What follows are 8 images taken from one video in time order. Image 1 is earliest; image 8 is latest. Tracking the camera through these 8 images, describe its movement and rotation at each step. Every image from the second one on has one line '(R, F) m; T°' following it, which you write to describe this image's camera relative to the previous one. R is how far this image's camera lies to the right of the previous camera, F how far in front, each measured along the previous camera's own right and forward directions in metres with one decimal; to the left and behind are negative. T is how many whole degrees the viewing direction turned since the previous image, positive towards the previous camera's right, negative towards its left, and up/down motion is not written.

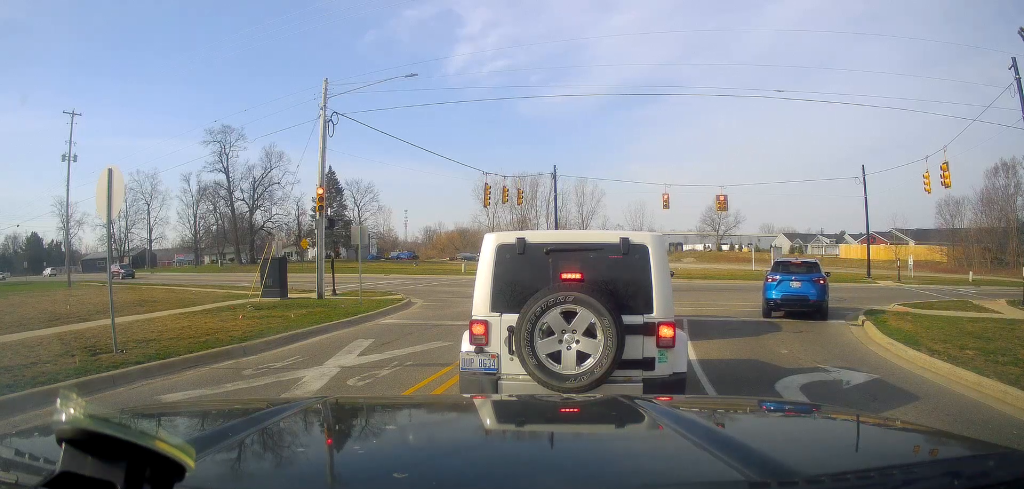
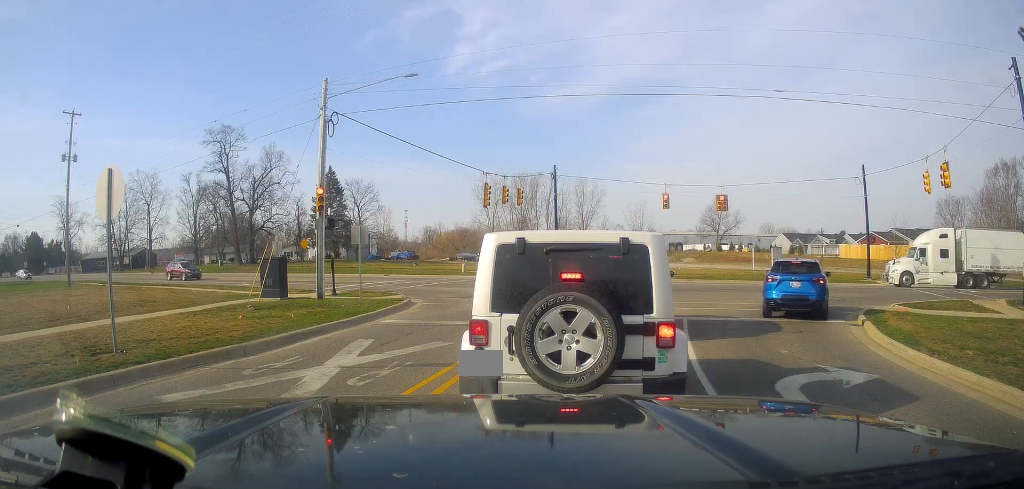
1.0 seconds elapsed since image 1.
(0.0, 0.0) m; 0°
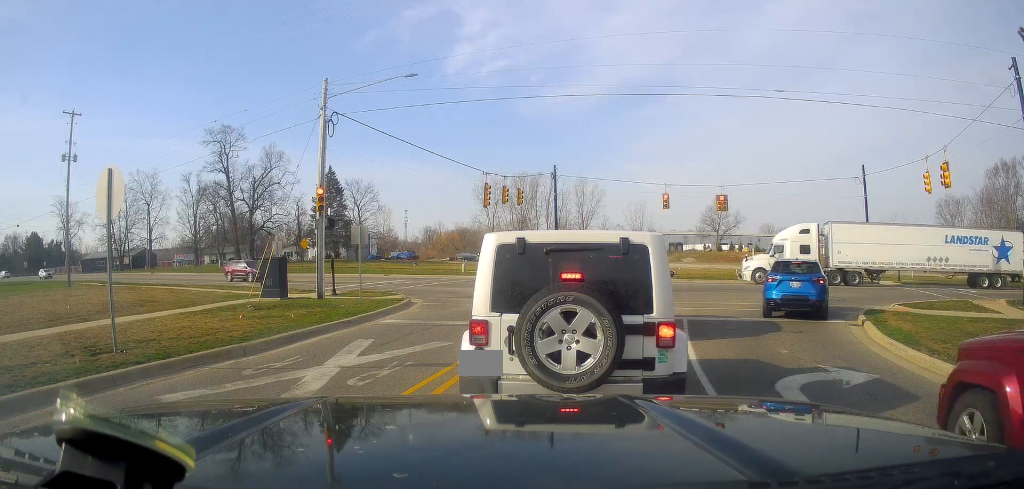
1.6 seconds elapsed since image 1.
(0.0, 0.0) m; 0°
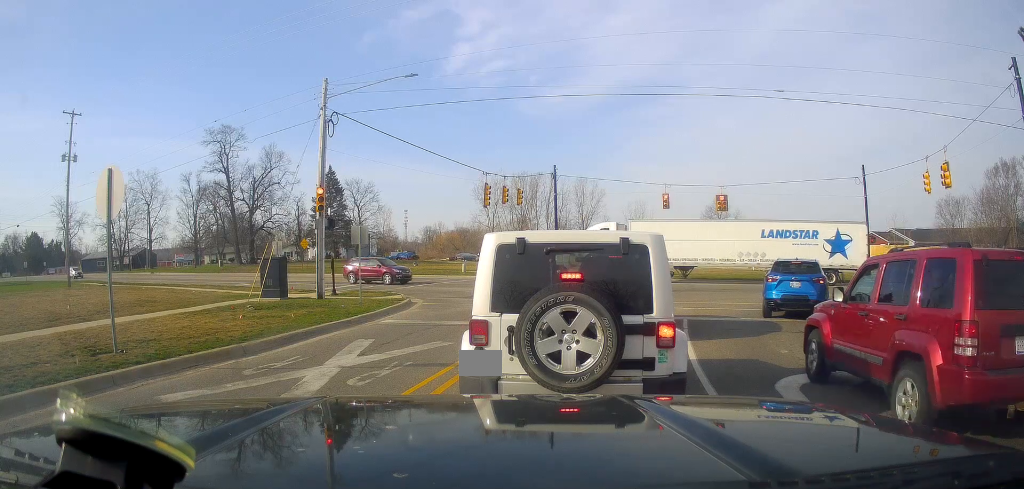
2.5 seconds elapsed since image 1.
(0.0, 0.0) m; 0°
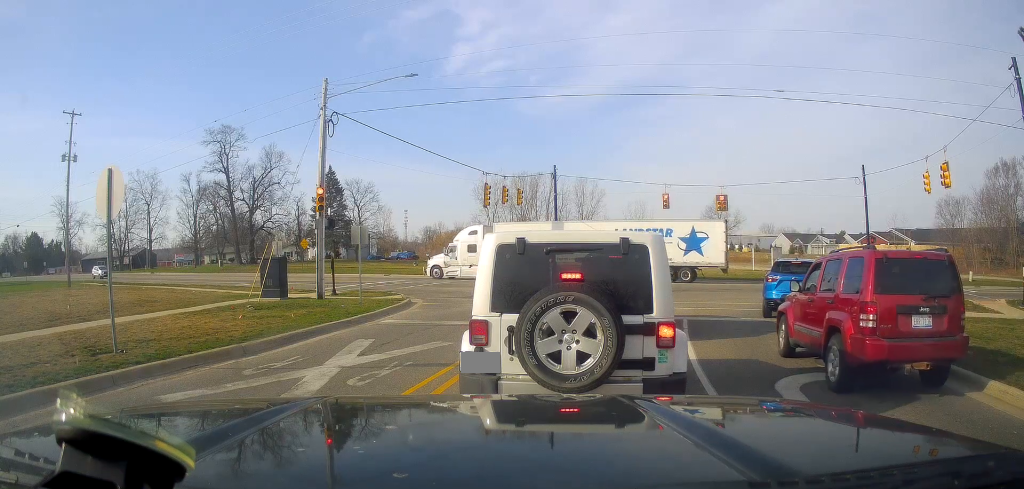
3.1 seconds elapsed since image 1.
(0.0, 0.0) m; 0°
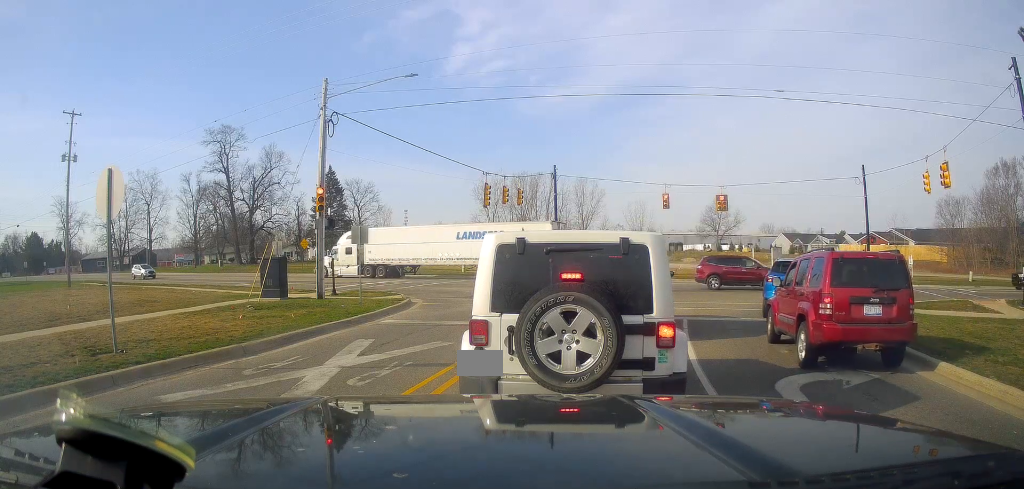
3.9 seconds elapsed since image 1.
(0.0, 0.0) m; 0°
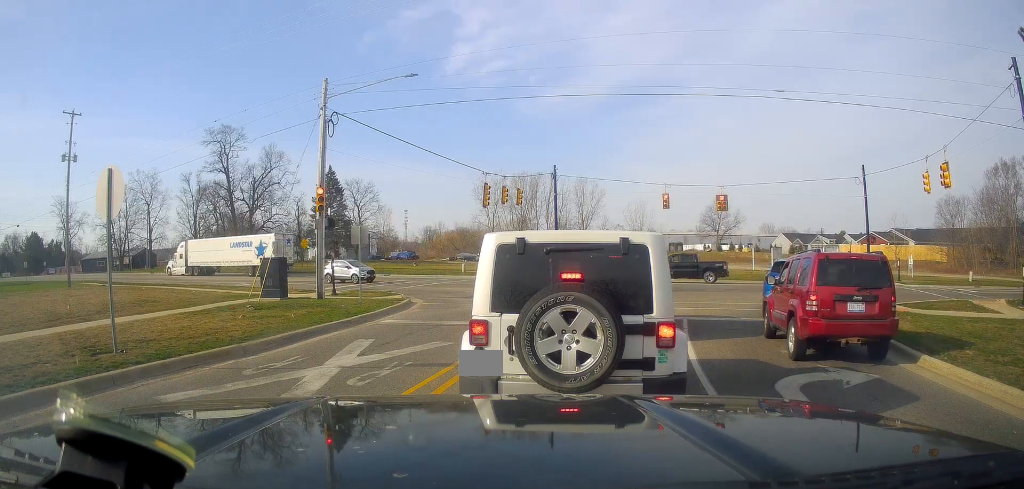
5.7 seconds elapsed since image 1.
(0.0, 0.0) m; 0°
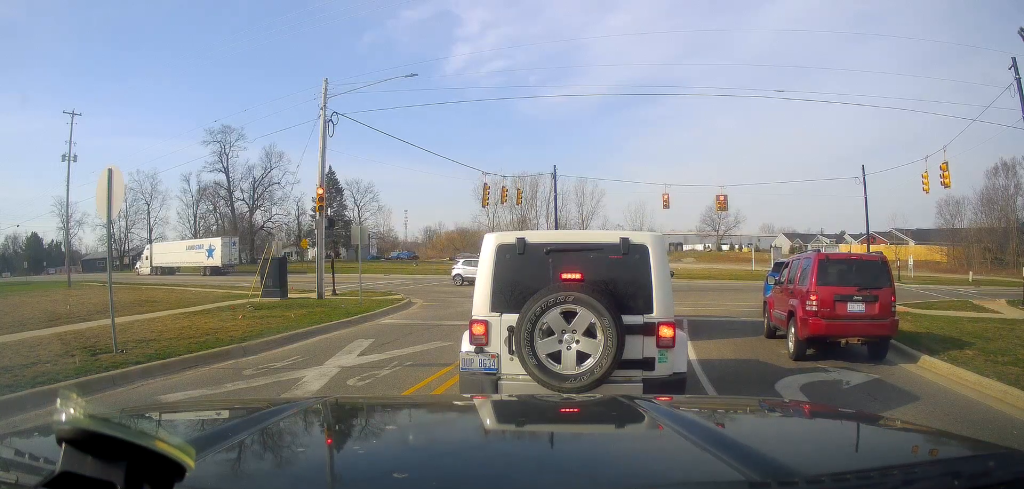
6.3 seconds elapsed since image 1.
(0.0, 0.0) m; 0°
